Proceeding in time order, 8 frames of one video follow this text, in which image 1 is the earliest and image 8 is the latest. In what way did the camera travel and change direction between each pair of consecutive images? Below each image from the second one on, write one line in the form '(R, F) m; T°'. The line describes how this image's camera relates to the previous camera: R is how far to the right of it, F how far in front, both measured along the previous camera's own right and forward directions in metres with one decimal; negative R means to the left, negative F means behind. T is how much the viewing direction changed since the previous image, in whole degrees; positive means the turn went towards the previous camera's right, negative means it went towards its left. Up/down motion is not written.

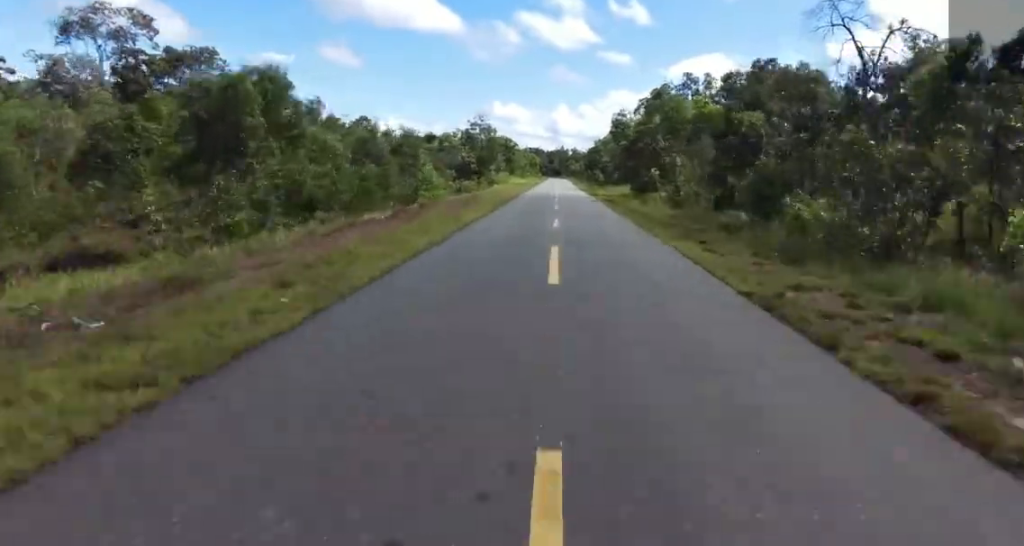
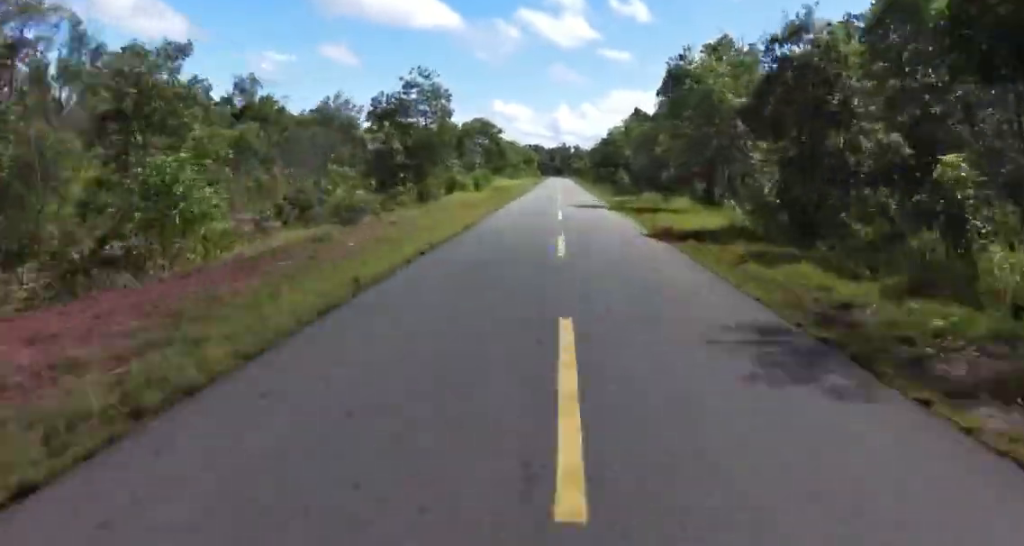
(+0.3, +30.6) m; 0°
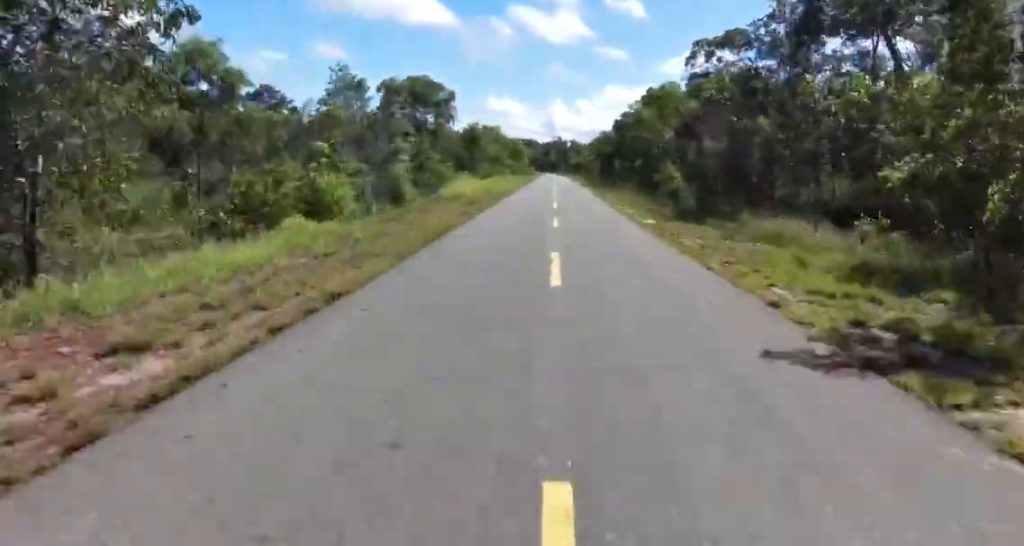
(-0.2, +27.5) m; -1°
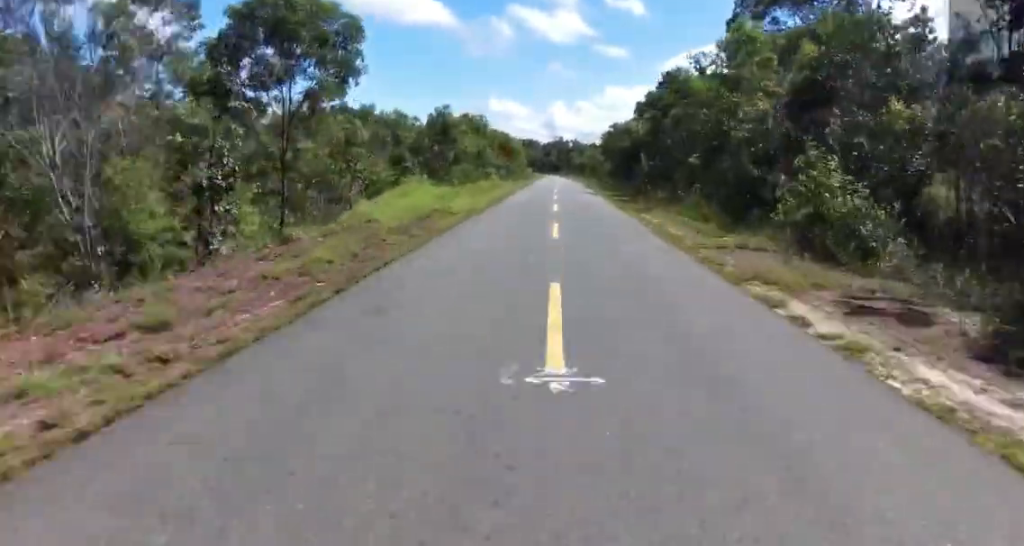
(-0.5, +19.9) m; 0°
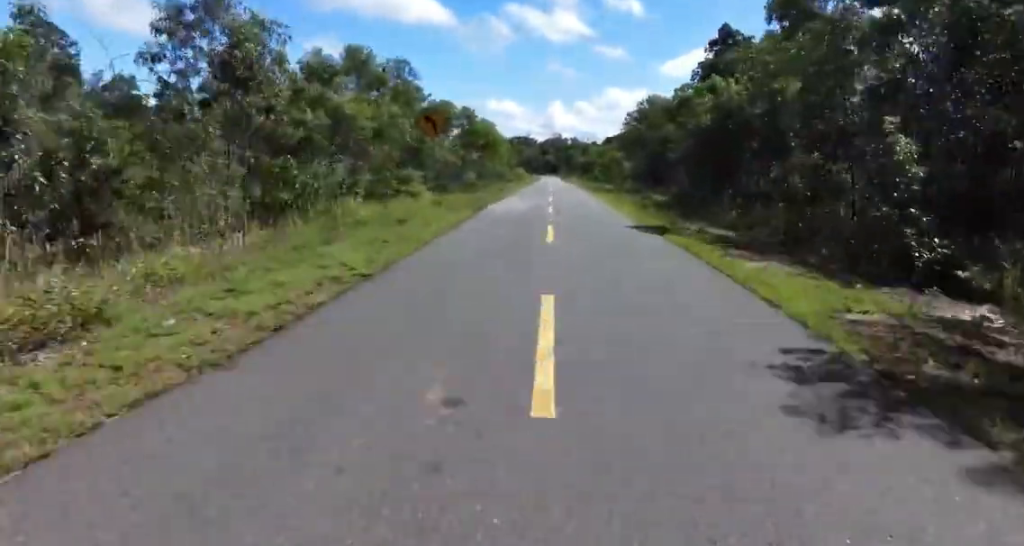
(+0.6, +32.0) m; 0°
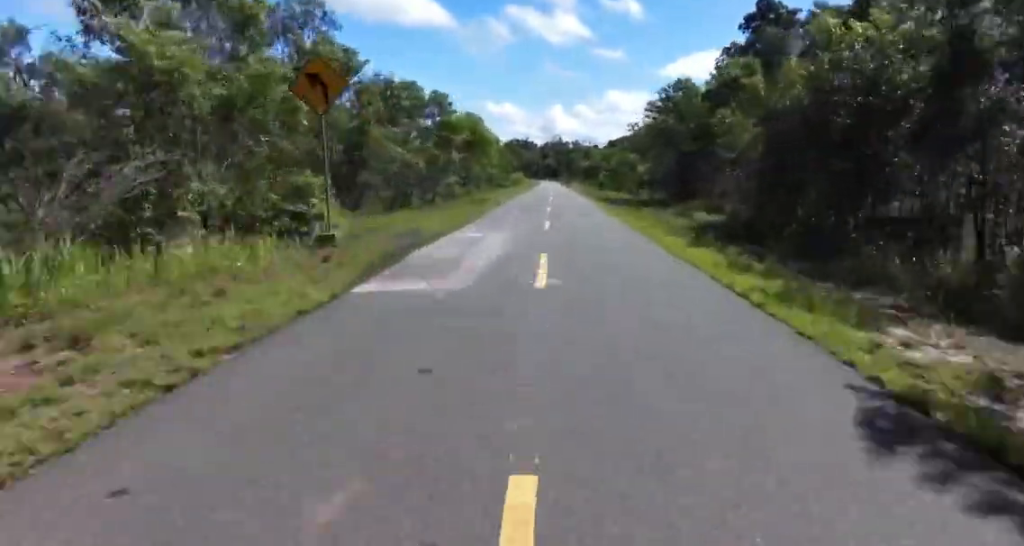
(-0.4, +14.2) m; -1°
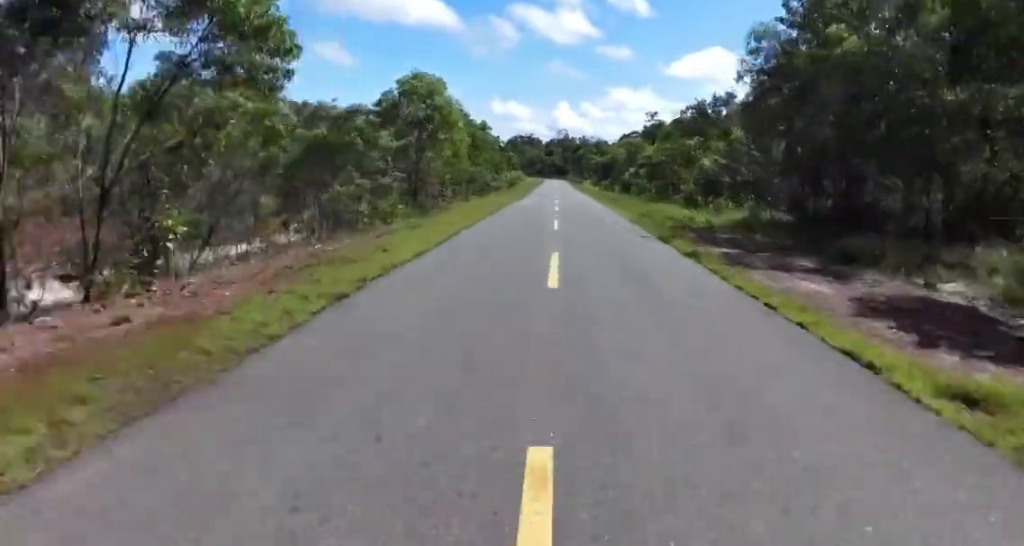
(-0.1, +23.5) m; 0°
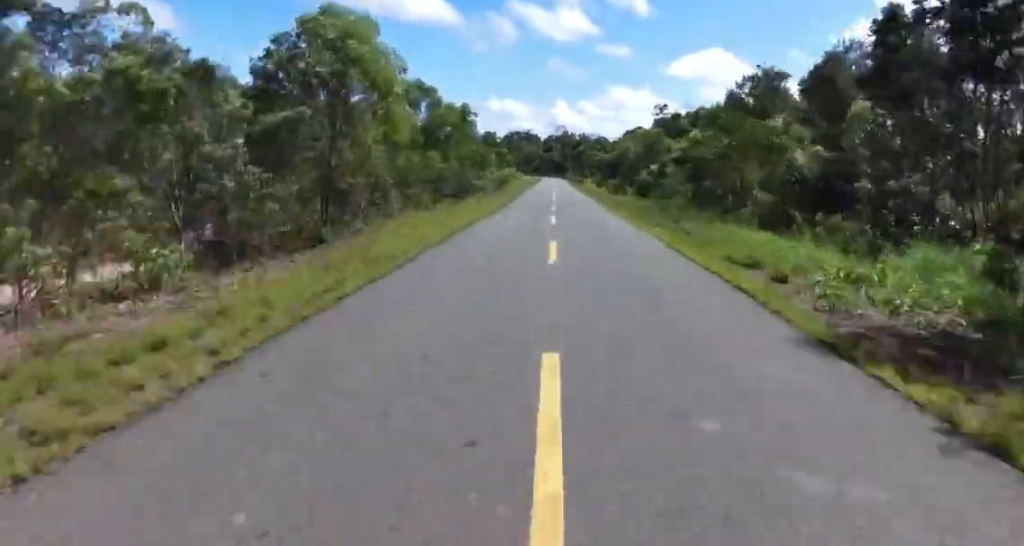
(+0.1, +15.1) m; 0°
